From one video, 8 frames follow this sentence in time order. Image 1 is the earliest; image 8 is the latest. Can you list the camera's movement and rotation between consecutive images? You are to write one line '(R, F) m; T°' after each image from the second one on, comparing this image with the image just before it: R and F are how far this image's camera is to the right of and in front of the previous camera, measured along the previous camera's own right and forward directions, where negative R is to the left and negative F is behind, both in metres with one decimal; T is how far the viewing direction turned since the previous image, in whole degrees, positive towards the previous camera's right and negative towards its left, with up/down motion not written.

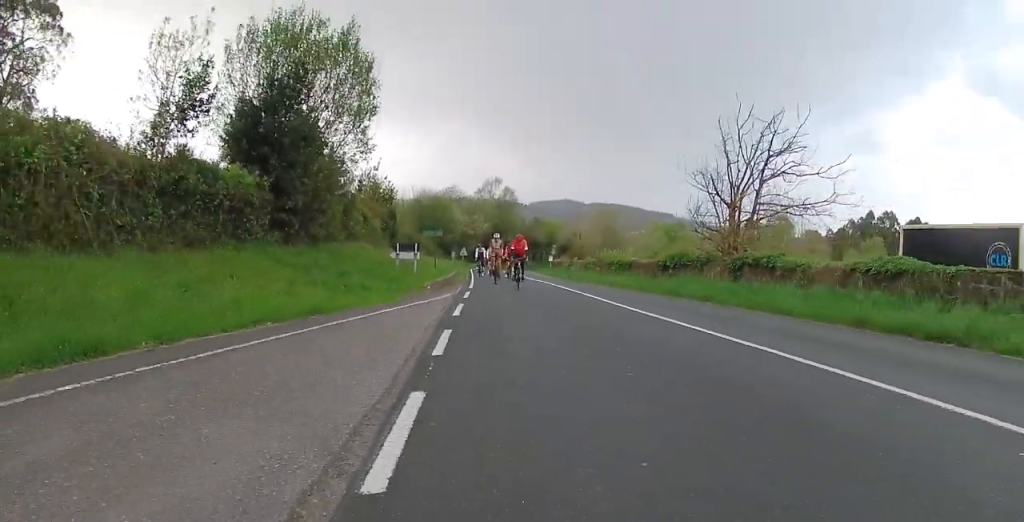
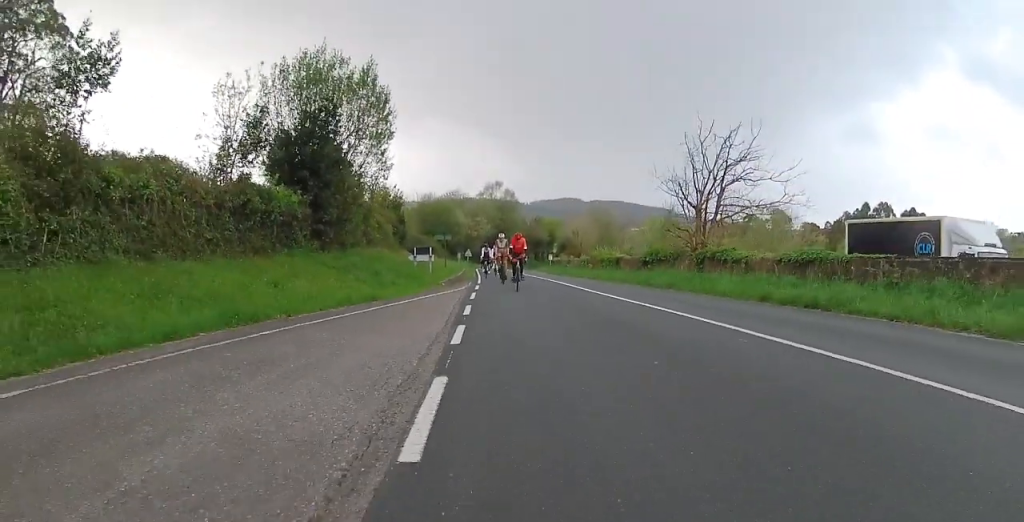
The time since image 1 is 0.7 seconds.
(+0.2, +3.8) m; -2°
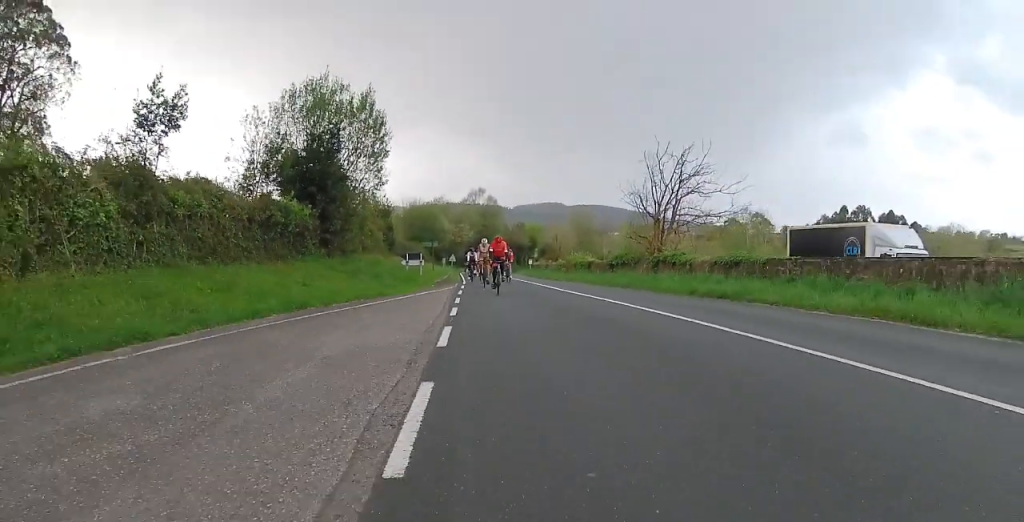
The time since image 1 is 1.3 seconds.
(-0.3, +3.4) m; -2°
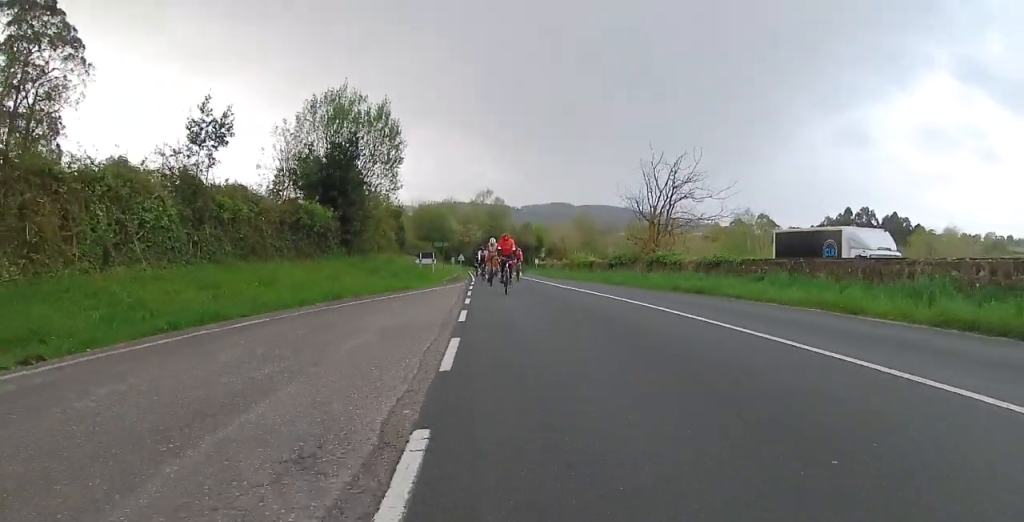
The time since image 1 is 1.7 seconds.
(-0.2, +2.1) m; -1°
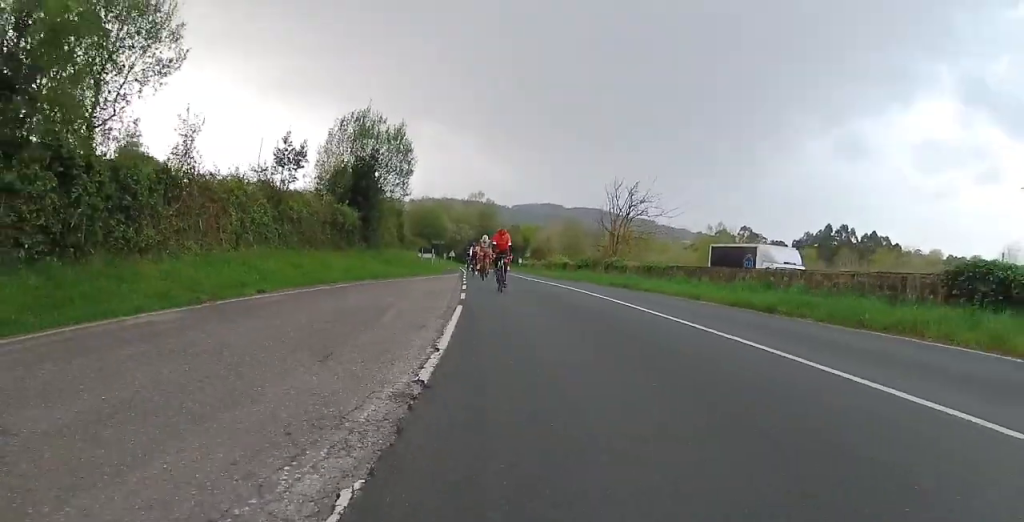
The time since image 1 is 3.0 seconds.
(+0.2, +6.5) m; +1°
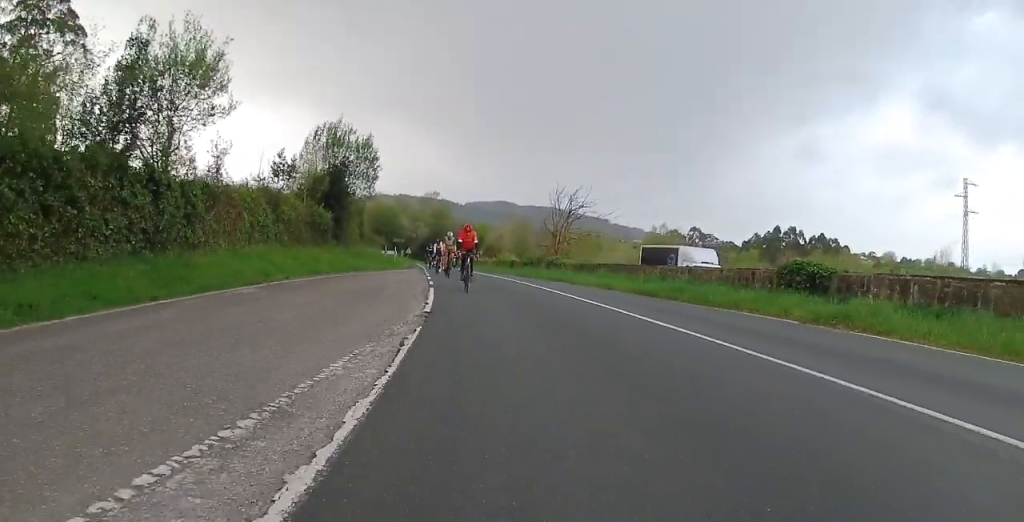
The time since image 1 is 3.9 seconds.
(-0.1, +4.2) m; +1°
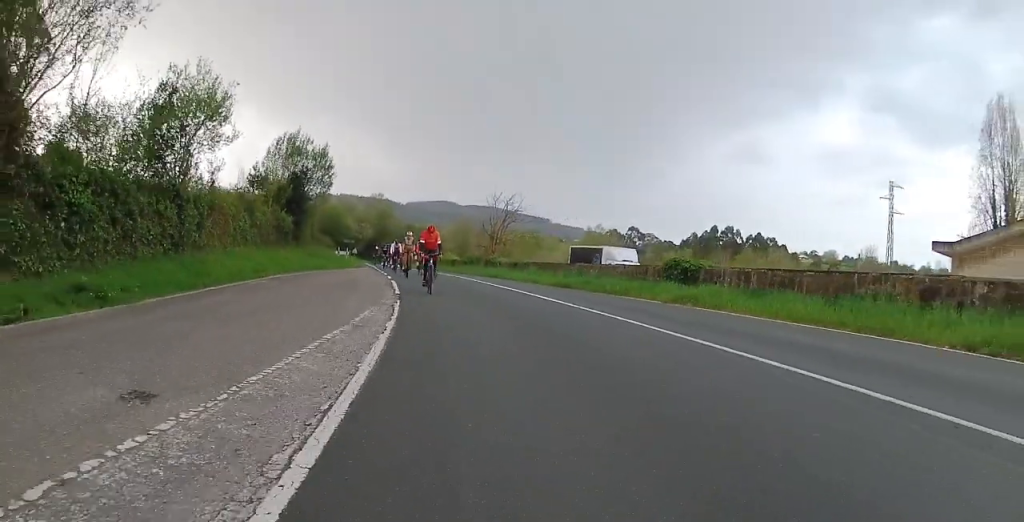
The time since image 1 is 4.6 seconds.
(+0.1, +3.7) m; +4°
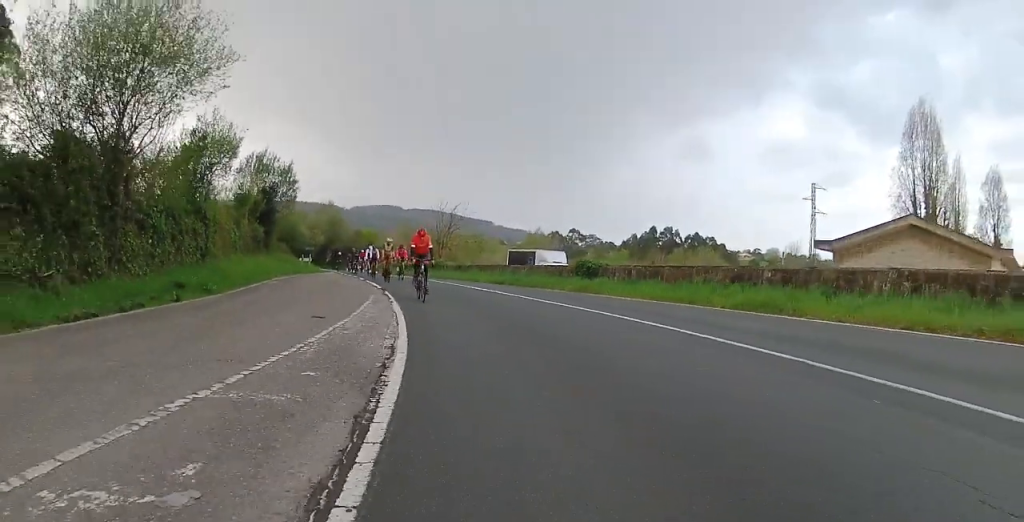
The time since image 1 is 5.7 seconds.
(+0.3, +5.5) m; +5°
